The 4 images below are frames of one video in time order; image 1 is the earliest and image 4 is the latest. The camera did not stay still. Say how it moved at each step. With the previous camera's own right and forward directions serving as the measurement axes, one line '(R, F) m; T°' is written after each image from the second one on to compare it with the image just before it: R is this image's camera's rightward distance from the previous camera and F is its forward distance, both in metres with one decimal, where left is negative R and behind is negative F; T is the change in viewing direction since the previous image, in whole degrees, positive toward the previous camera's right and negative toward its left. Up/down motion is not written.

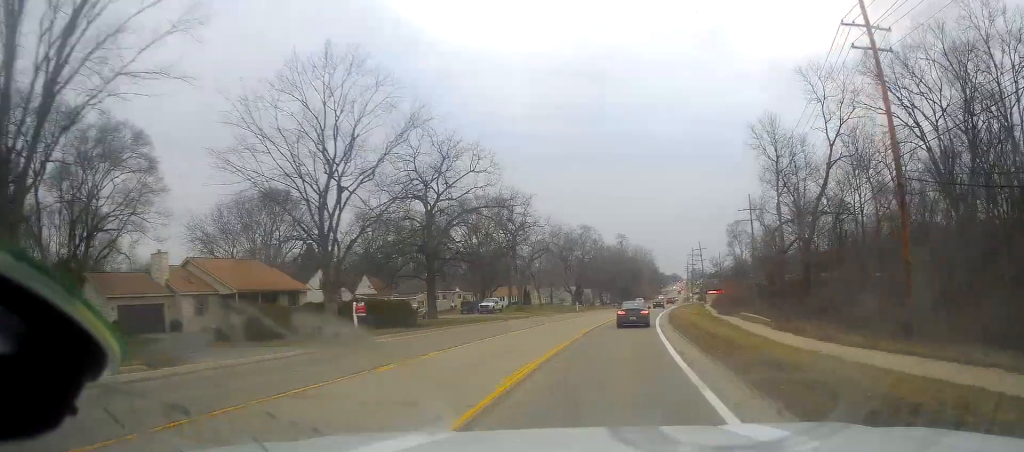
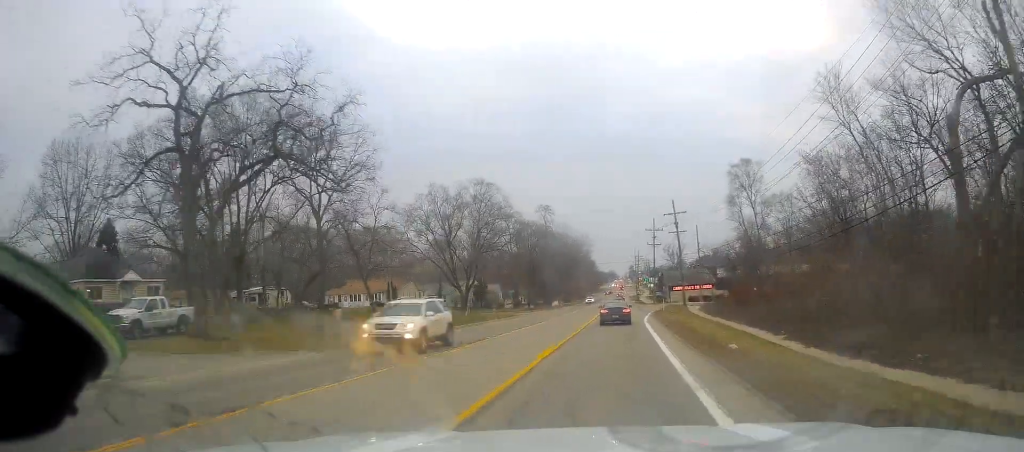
(+3.1, +55.8) m; +7°
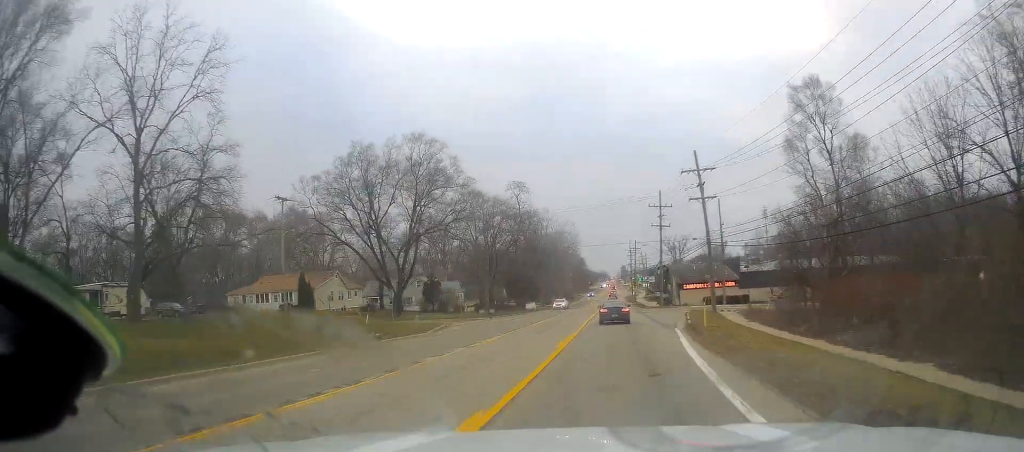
(-0.8, +27.2) m; -2°
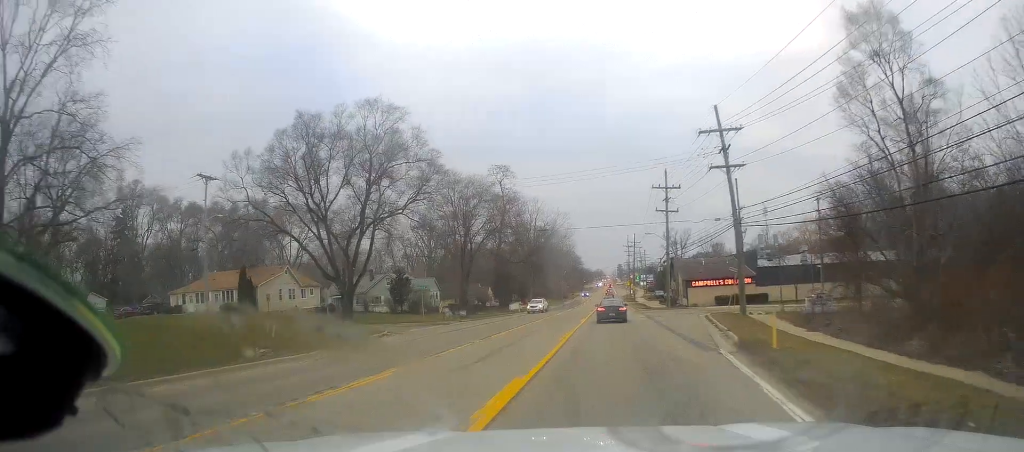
(0.0, +12.3) m; 0°
